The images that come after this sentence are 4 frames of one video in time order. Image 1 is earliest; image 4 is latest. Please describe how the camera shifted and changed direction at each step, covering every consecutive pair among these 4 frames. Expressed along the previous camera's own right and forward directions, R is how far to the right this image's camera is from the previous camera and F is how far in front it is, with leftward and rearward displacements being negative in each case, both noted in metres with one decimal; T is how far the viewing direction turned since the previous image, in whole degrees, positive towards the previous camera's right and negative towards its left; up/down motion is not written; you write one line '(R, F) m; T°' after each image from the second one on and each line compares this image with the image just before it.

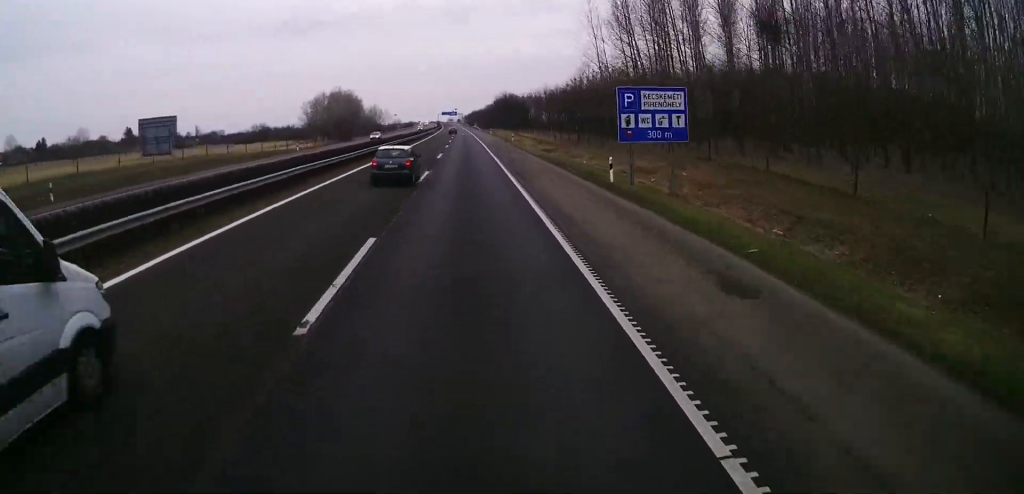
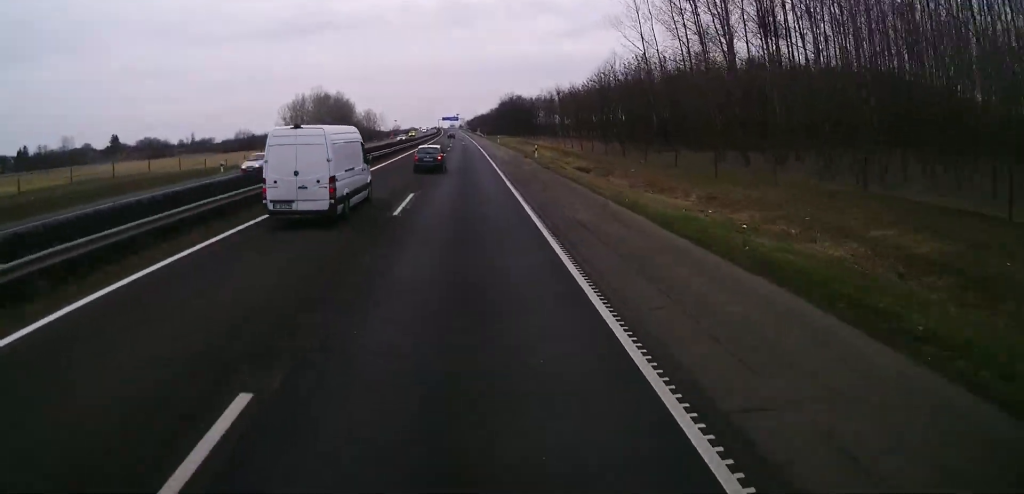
(-0.3, +25.3) m; 0°
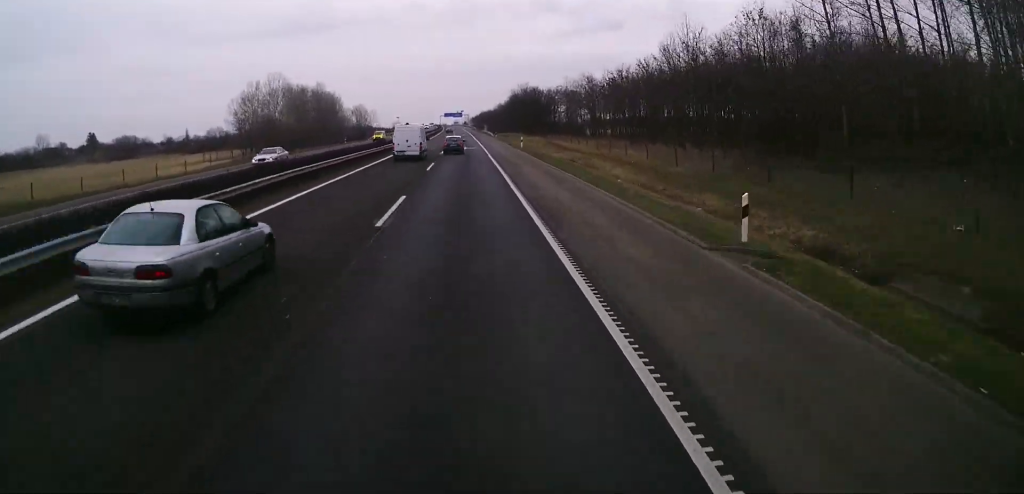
(-0.1, +38.8) m; 0°
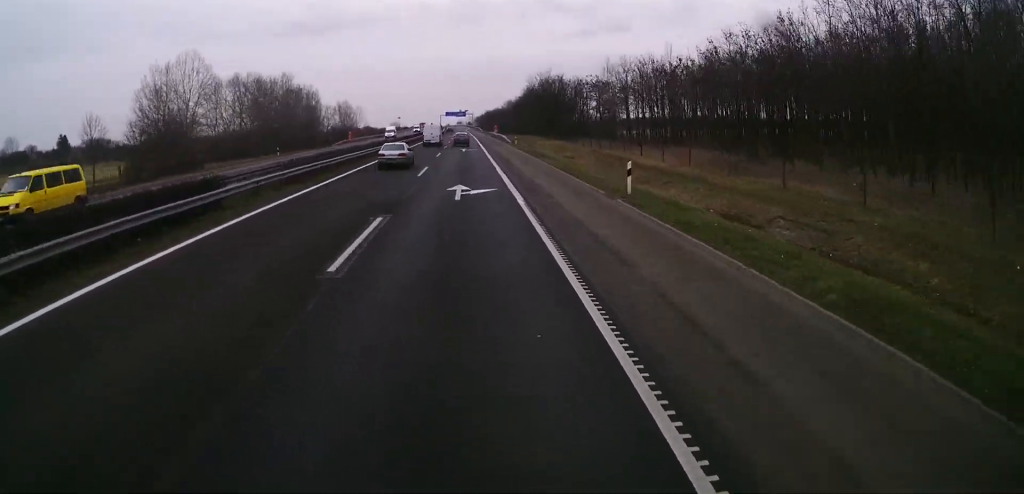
(+0.1, +41.1) m; 0°
